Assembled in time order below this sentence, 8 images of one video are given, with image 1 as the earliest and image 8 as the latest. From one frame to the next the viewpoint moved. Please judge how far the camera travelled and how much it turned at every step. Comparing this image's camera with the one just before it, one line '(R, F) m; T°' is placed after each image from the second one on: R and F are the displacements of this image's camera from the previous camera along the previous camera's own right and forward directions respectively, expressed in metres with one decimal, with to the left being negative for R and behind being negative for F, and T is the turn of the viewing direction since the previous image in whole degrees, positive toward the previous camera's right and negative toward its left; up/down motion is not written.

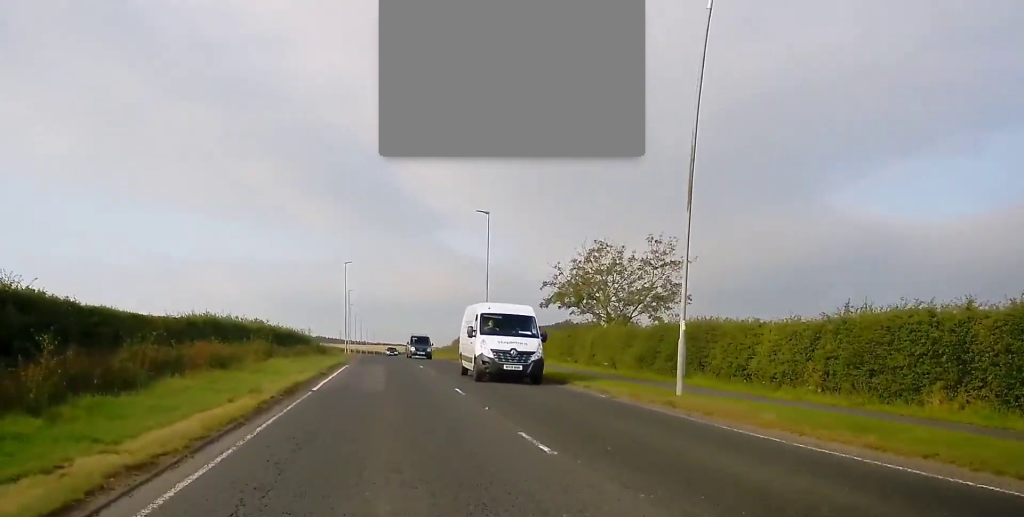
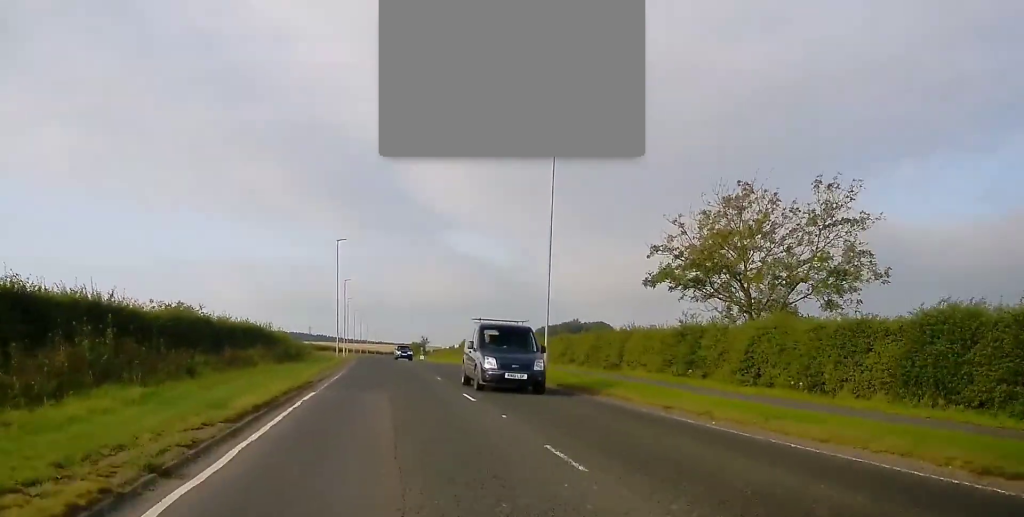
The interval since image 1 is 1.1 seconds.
(+0.1, +18.8) m; 0°
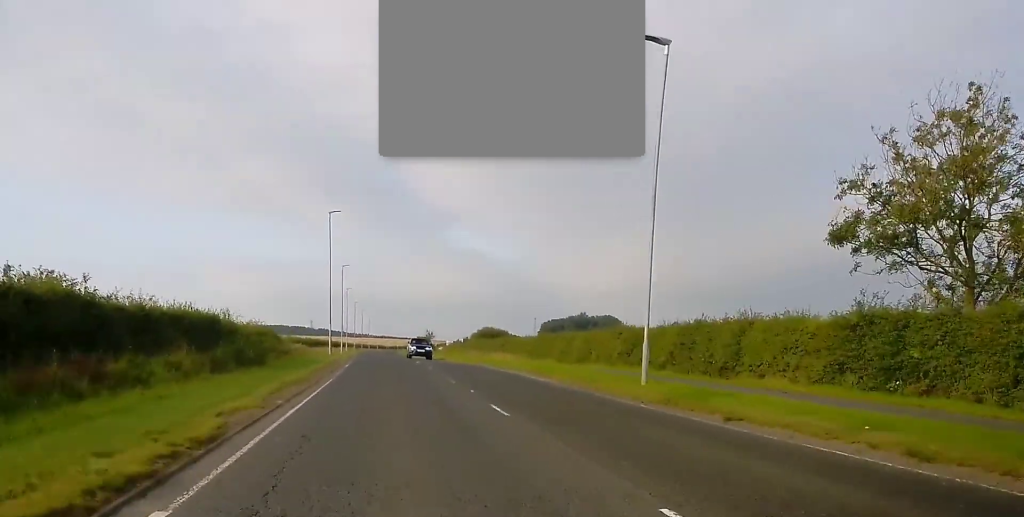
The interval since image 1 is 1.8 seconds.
(+0.1, +12.7) m; 0°
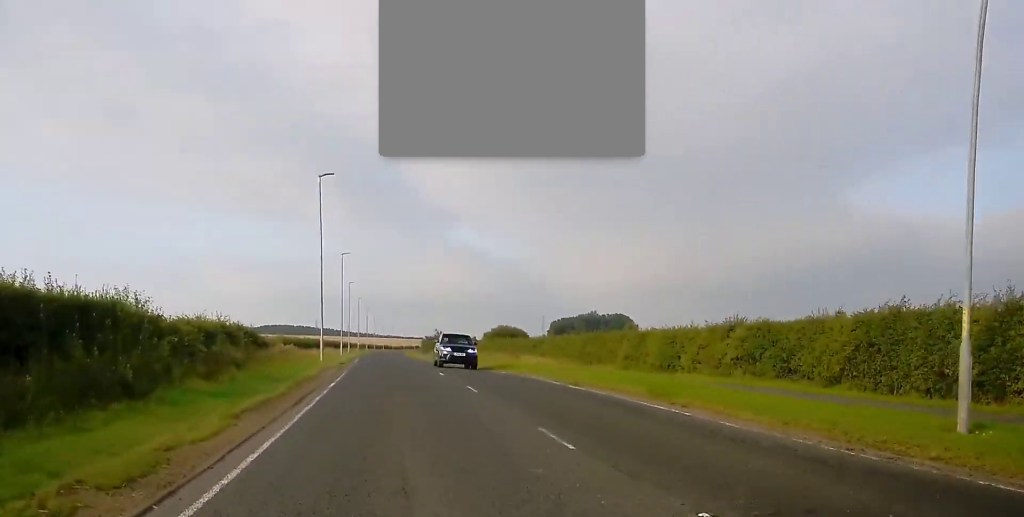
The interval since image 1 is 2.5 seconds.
(-0.1, +12.6) m; -1°
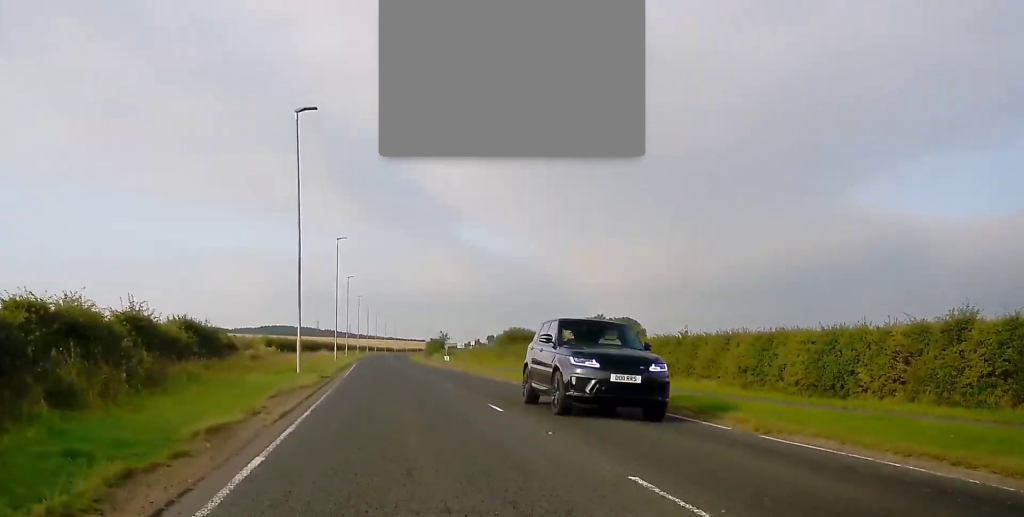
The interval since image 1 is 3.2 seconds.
(-0.1, +12.8) m; -1°
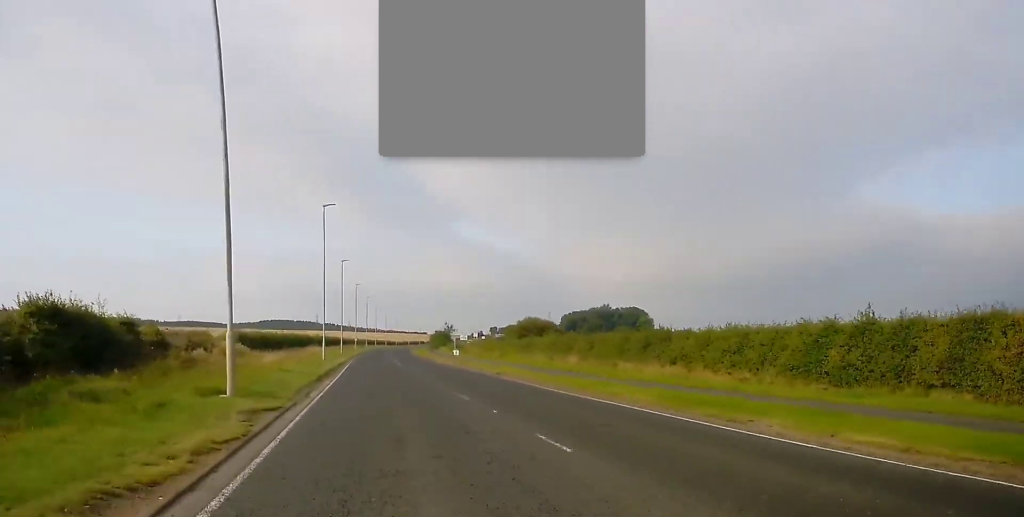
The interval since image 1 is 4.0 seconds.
(-0.1, +13.7) m; 0°
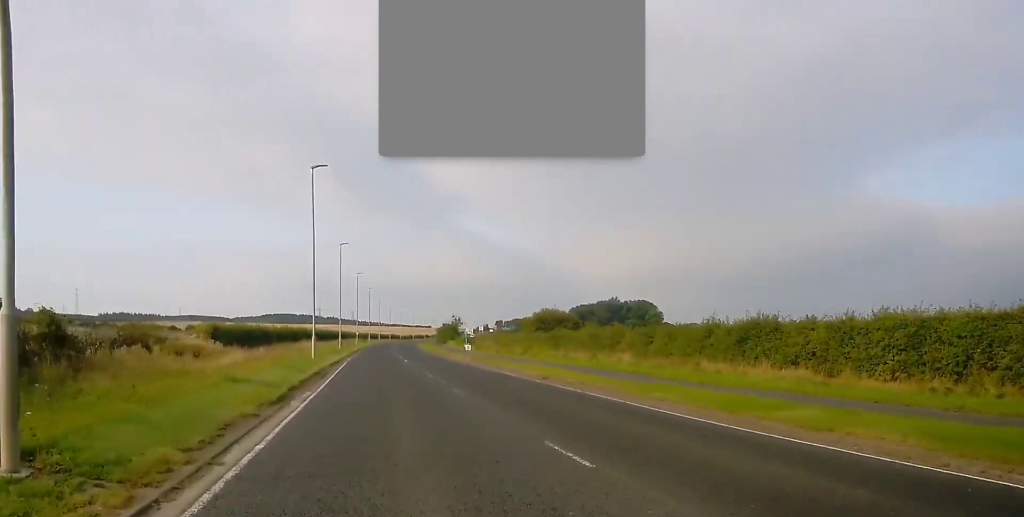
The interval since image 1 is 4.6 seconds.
(-0.1, +10.2) m; +1°
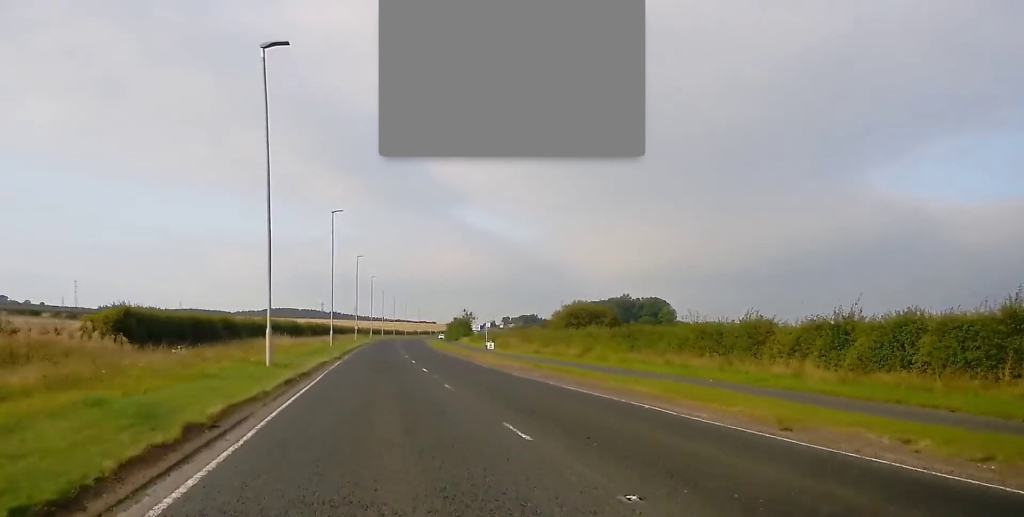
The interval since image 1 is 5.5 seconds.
(+0.4, +17.0) m; 0°
